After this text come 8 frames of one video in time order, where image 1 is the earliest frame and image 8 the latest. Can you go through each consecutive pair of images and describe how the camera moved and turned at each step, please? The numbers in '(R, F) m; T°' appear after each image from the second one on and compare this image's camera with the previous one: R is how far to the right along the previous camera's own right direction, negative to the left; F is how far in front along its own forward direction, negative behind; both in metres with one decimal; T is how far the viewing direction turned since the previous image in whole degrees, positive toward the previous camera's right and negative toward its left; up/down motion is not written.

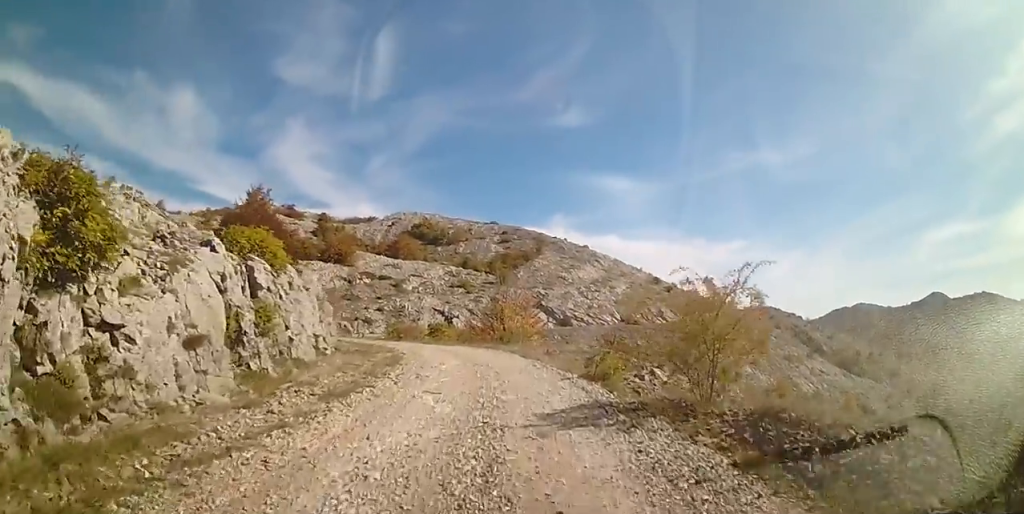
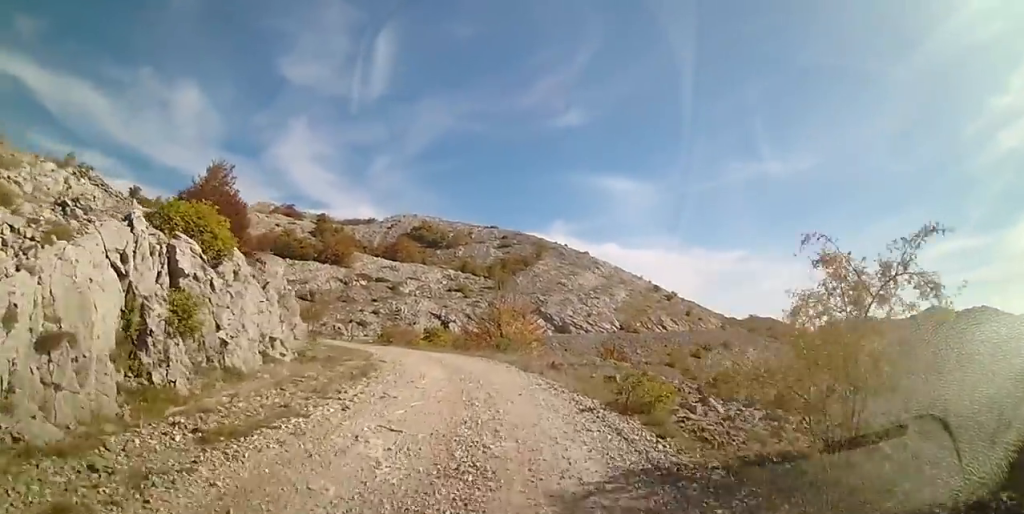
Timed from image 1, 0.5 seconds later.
(0.0, +3.5) m; +1°
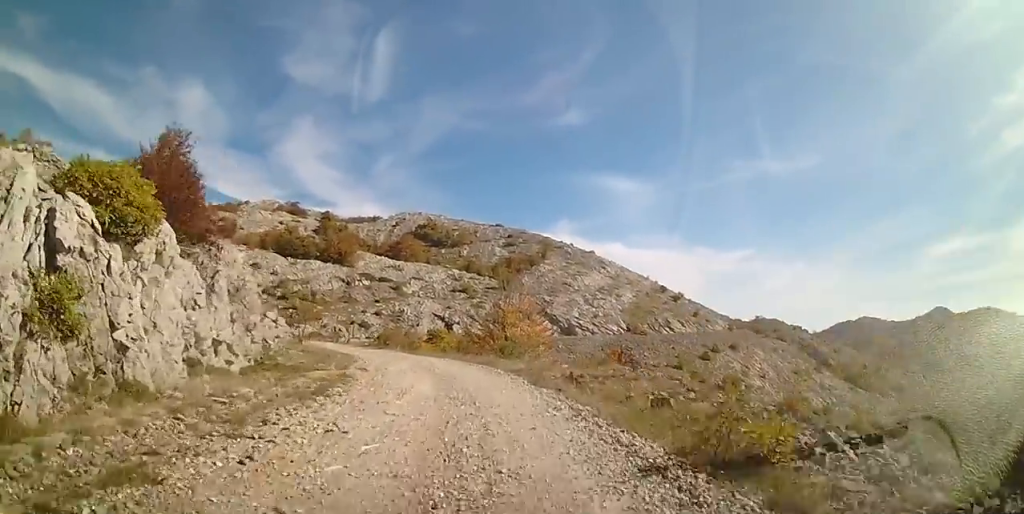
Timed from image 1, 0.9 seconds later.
(0.0, +3.5) m; 0°
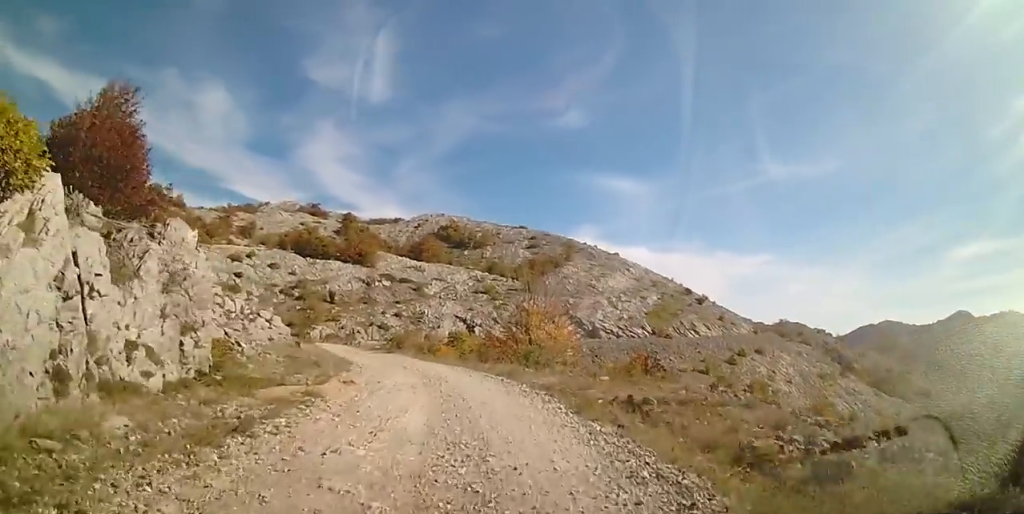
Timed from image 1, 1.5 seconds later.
(0.0, +4.0) m; -1°
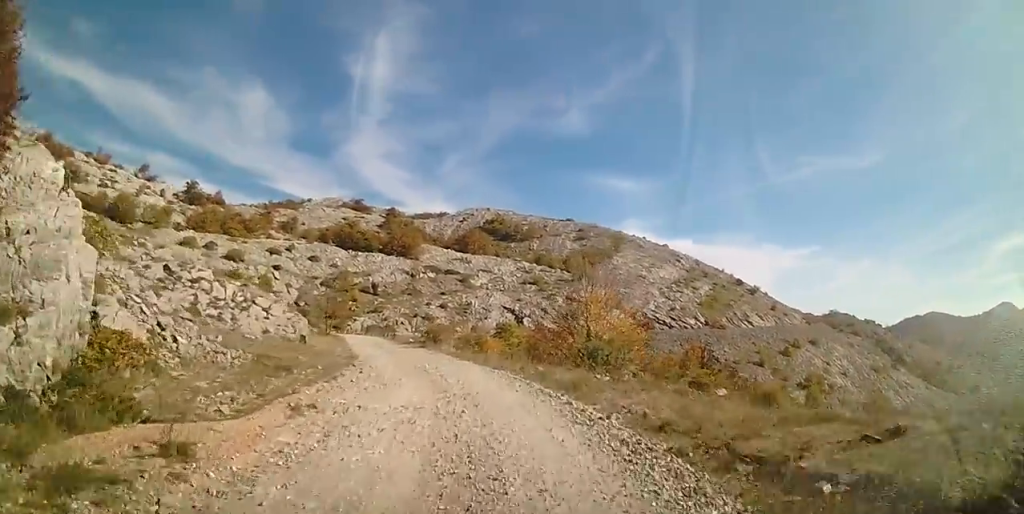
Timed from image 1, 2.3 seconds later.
(0.0, +5.9) m; -4°
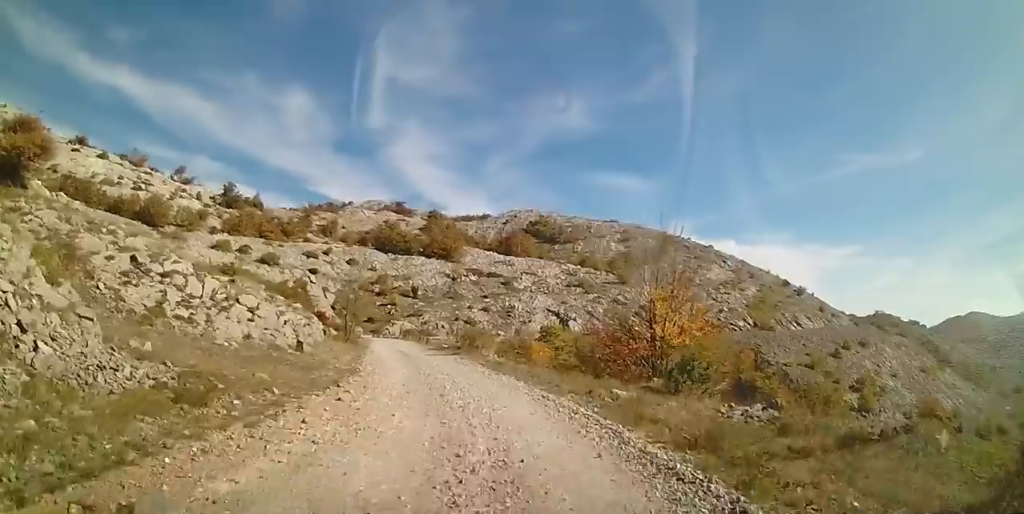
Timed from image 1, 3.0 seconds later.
(-0.3, +5.3) m; -6°
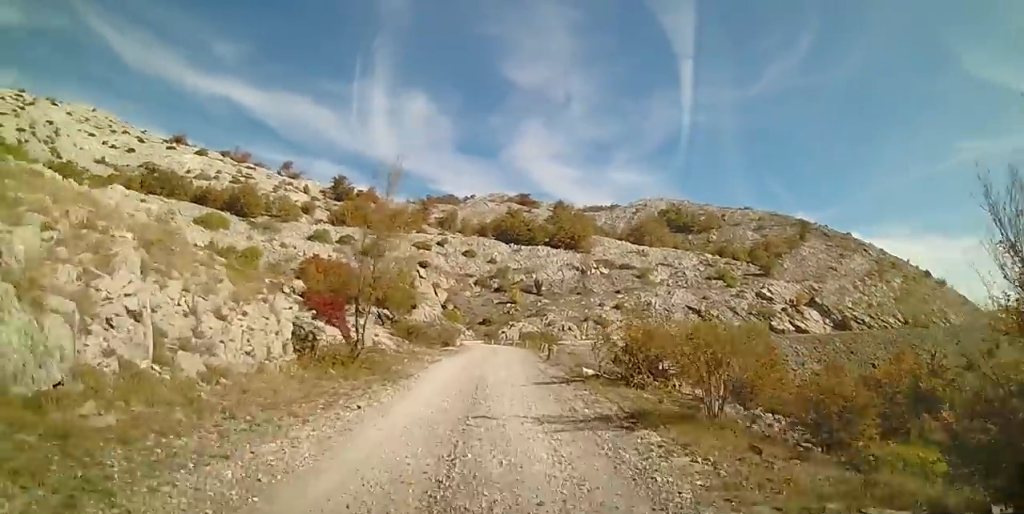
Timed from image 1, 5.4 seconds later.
(-3.3, +18.8) m; -15°
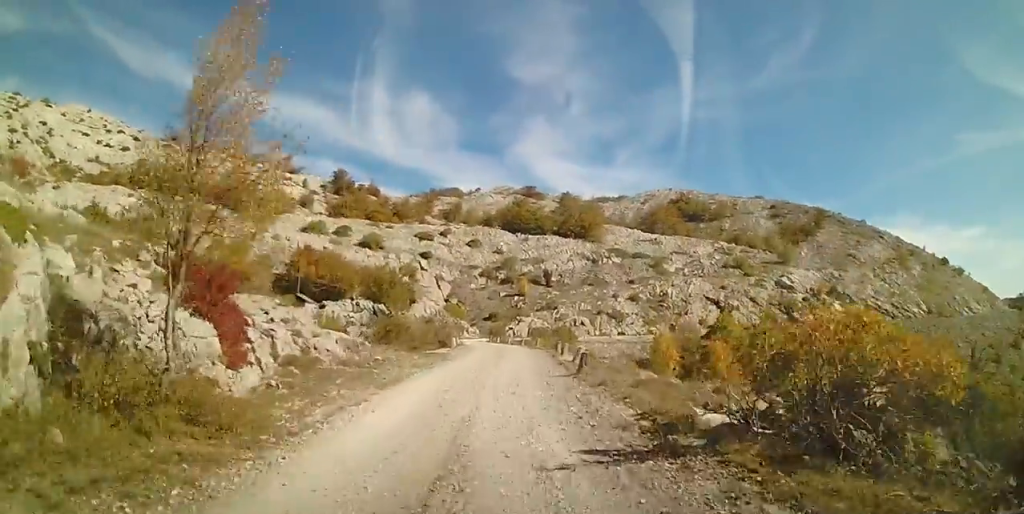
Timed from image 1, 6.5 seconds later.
(+0.1, +8.3) m; +2°
